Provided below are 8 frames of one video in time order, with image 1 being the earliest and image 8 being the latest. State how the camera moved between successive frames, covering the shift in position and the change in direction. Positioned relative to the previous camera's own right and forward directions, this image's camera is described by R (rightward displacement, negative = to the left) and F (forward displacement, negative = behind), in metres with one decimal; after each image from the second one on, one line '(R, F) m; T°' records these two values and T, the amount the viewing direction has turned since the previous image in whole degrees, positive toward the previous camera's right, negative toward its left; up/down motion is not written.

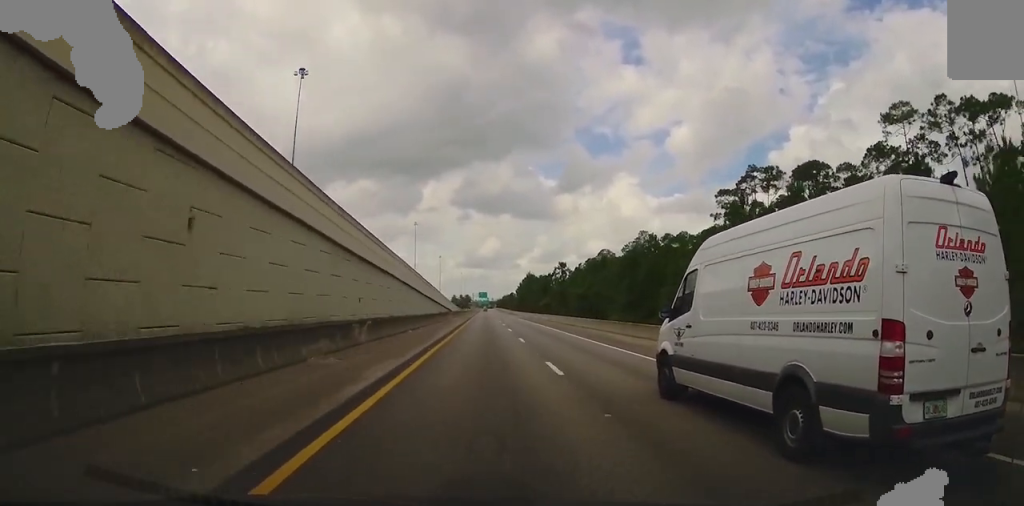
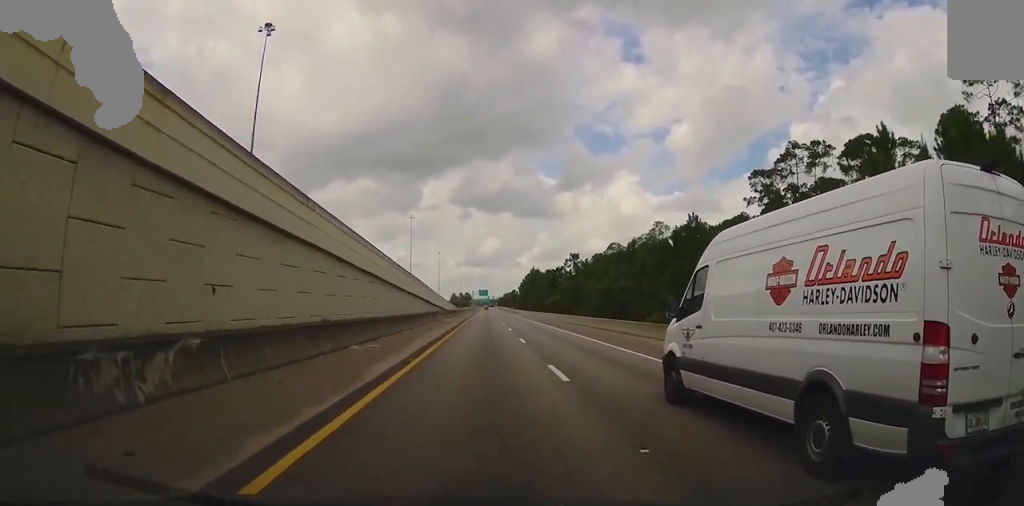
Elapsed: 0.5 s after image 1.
(-0.1, +14.1) m; 0°
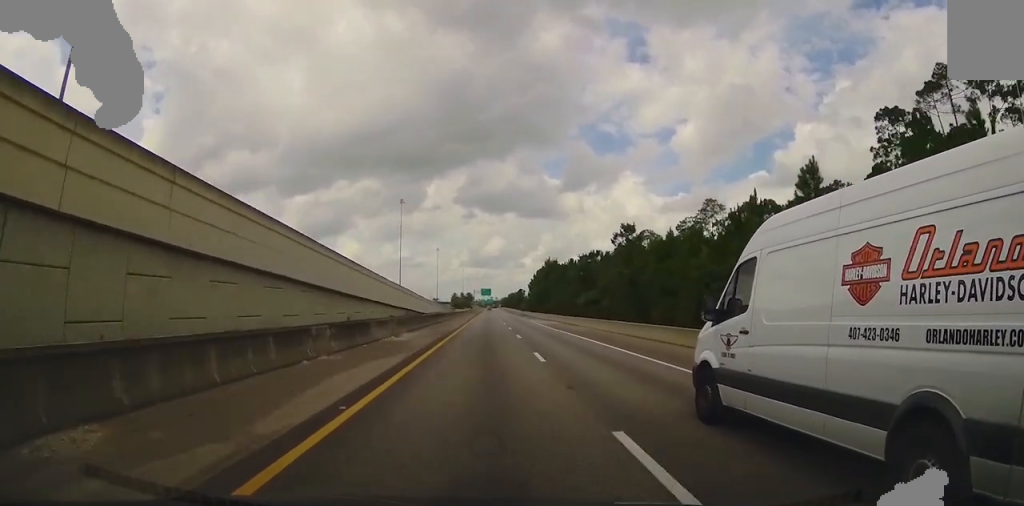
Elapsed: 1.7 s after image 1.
(-0.1, +32.9) m; 0°
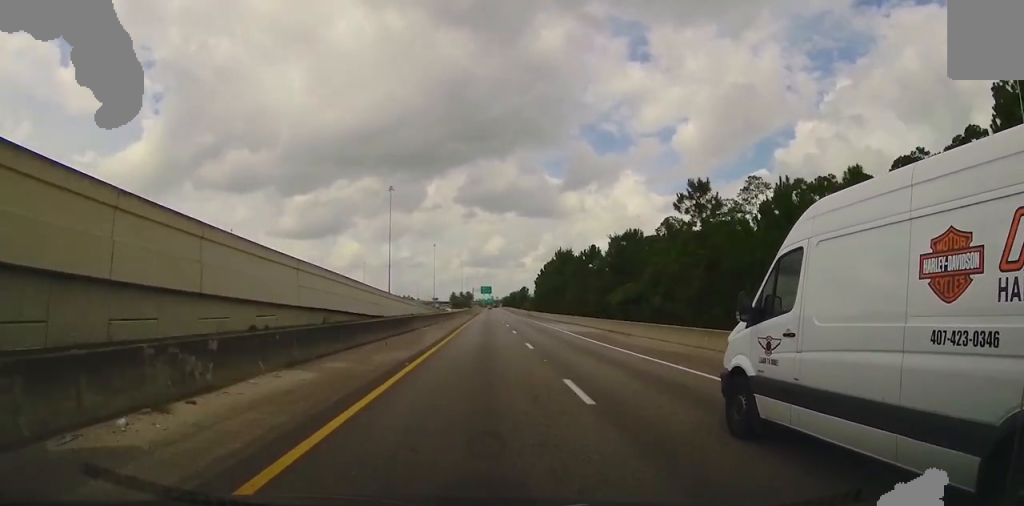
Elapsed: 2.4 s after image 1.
(0.0, +19.9) m; 0°
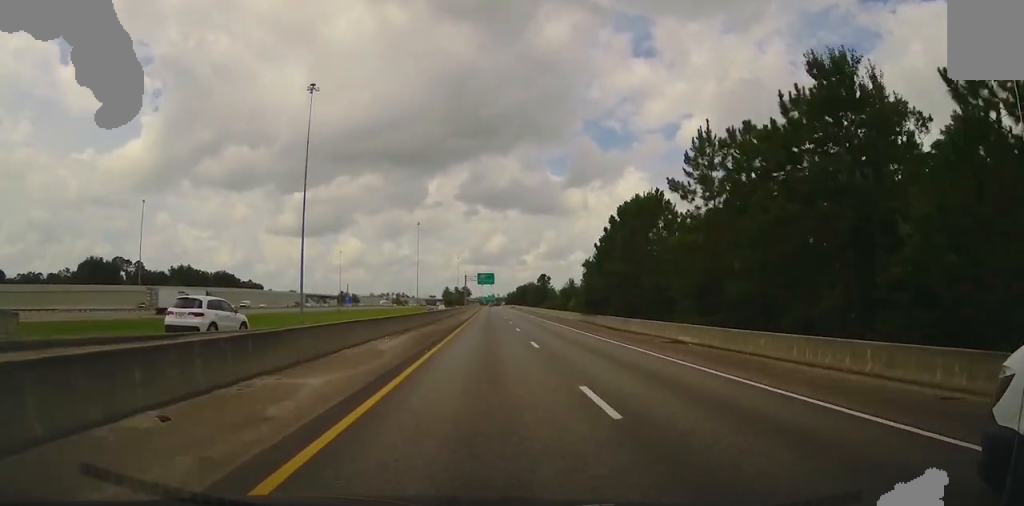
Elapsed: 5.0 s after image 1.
(0.0, +76.8) m; 0°
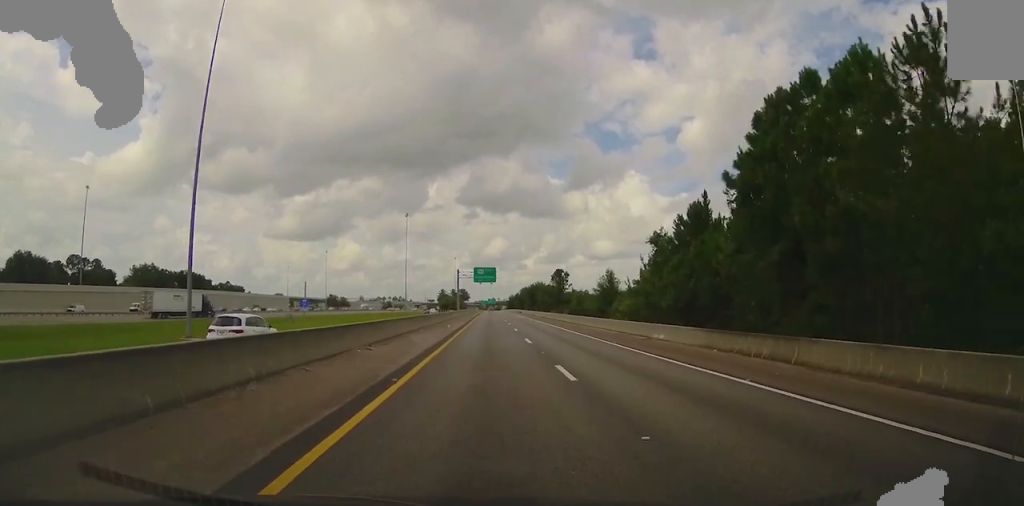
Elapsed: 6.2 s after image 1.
(0.0, +33.9) m; 0°
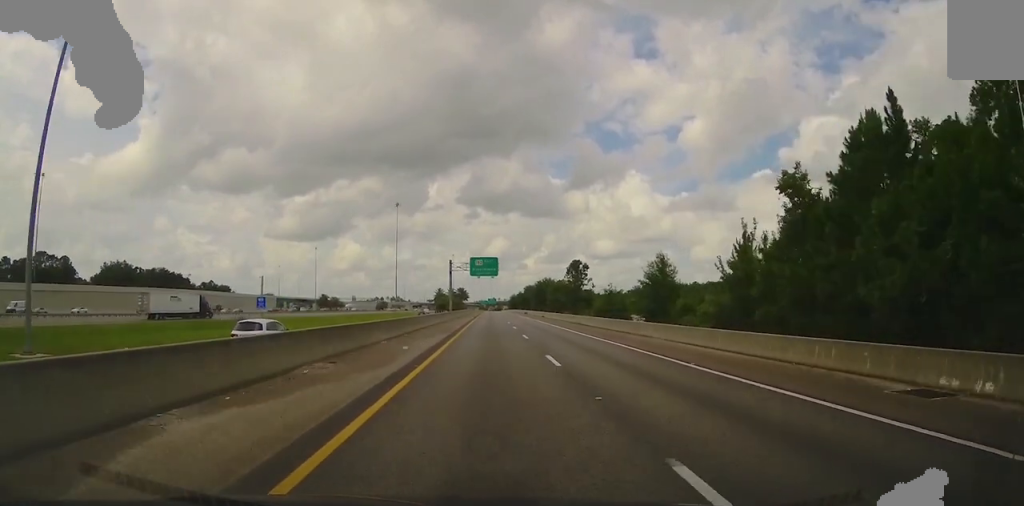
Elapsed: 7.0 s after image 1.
(0.0, +22.3) m; 0°
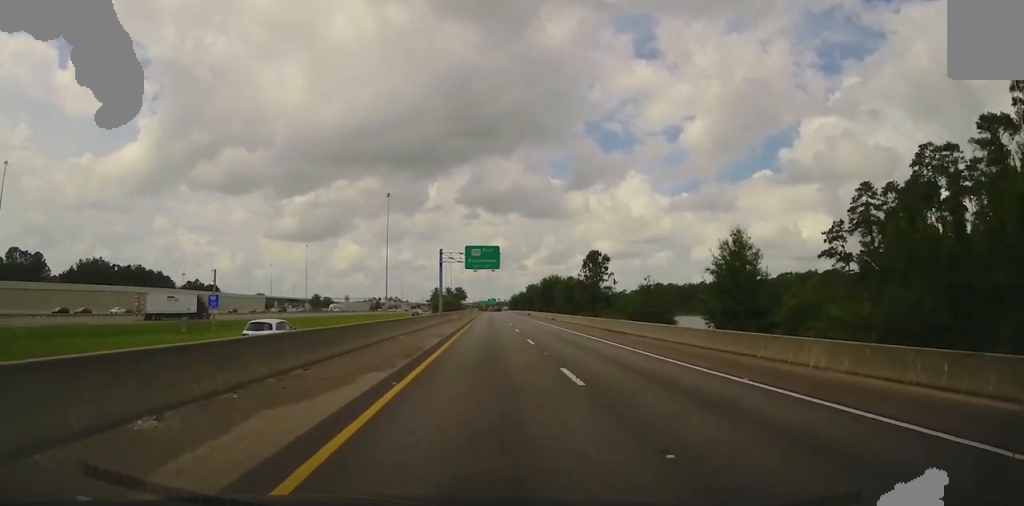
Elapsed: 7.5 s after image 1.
(0.0, +16.4) m; 0°
